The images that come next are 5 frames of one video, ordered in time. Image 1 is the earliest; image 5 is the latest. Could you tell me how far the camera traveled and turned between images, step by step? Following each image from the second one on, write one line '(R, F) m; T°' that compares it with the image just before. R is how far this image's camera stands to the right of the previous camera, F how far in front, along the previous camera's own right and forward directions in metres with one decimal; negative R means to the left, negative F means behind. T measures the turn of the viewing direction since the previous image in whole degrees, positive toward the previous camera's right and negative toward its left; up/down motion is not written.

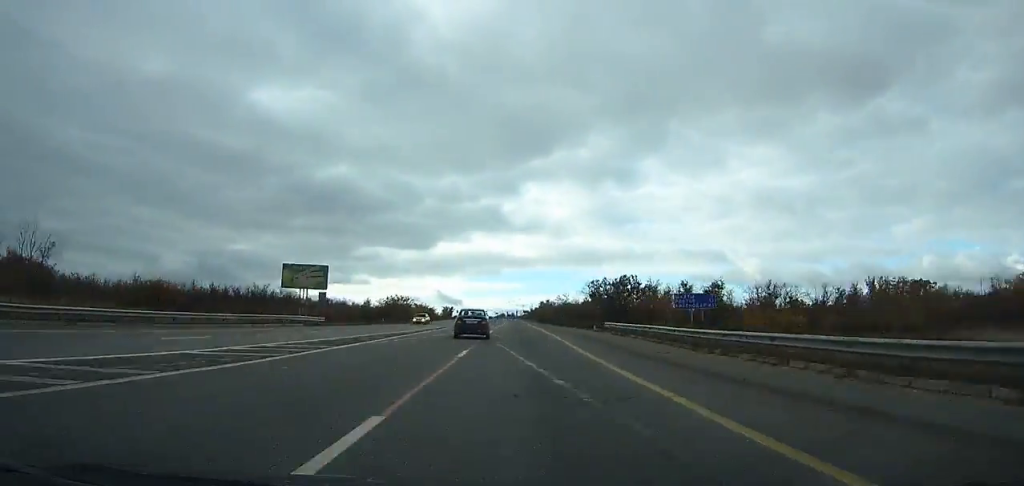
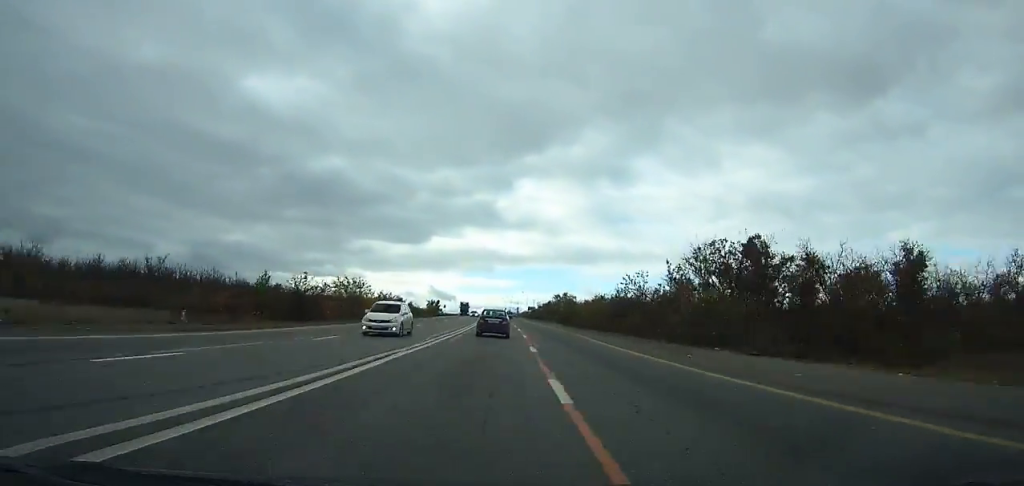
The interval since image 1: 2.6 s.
(-0.5, +60.2) m; 0°
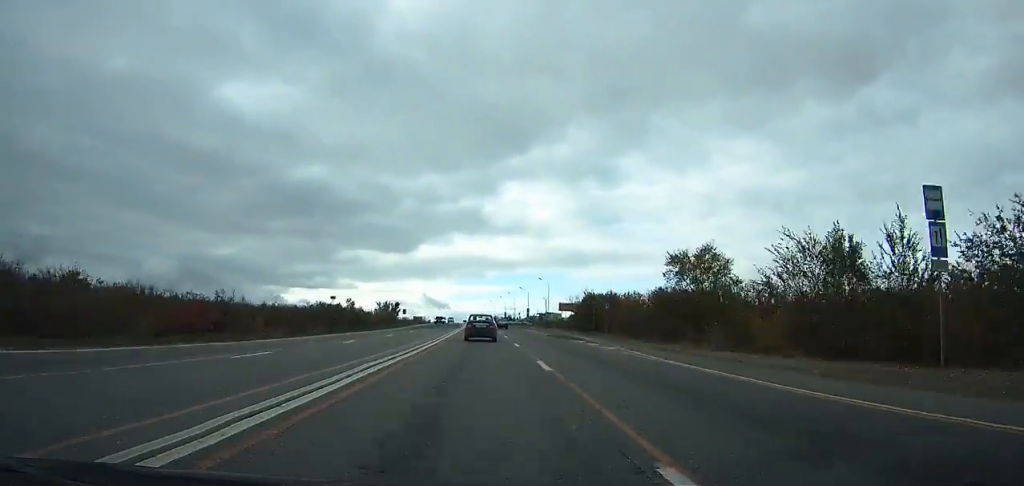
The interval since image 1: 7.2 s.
(+0.6, +105.4) m; 0°
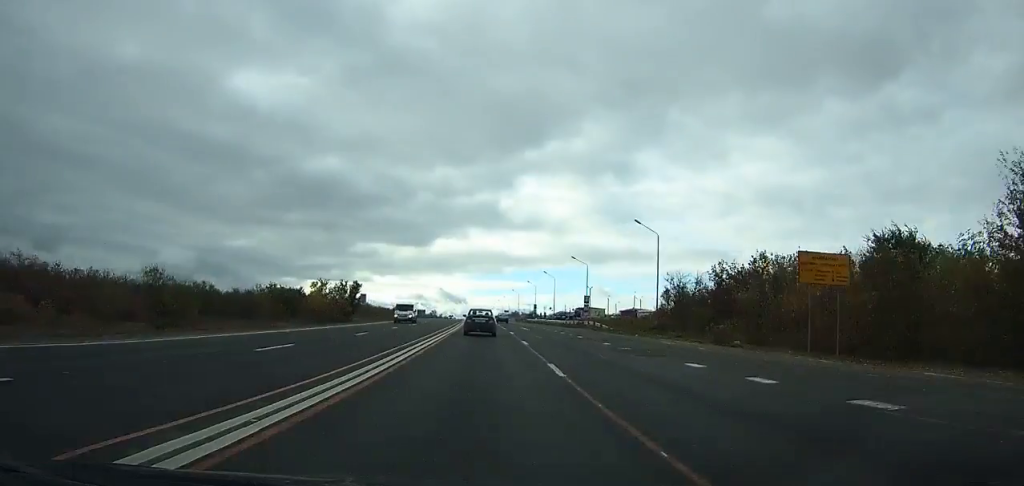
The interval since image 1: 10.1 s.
(-0.8, +66.1) m; -1°
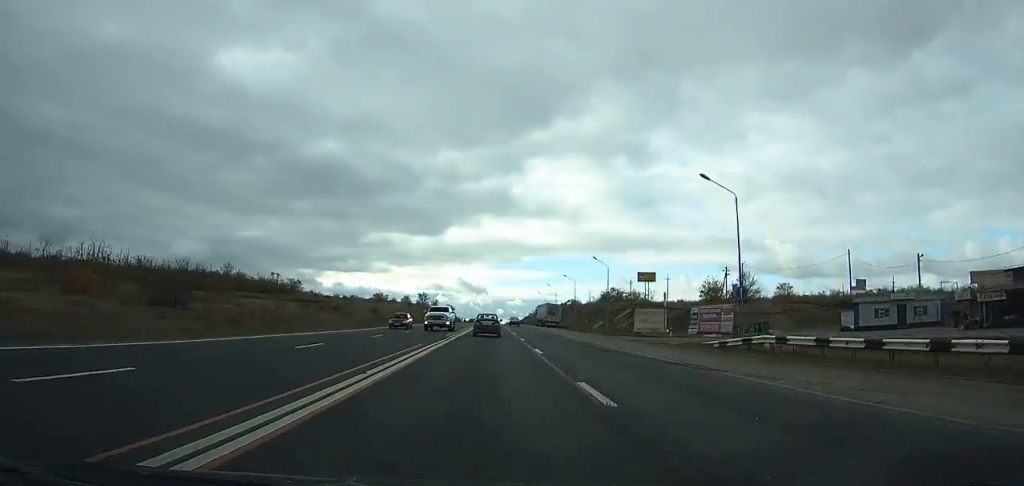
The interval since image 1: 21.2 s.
(-9.1, +260.6) m; -3°
